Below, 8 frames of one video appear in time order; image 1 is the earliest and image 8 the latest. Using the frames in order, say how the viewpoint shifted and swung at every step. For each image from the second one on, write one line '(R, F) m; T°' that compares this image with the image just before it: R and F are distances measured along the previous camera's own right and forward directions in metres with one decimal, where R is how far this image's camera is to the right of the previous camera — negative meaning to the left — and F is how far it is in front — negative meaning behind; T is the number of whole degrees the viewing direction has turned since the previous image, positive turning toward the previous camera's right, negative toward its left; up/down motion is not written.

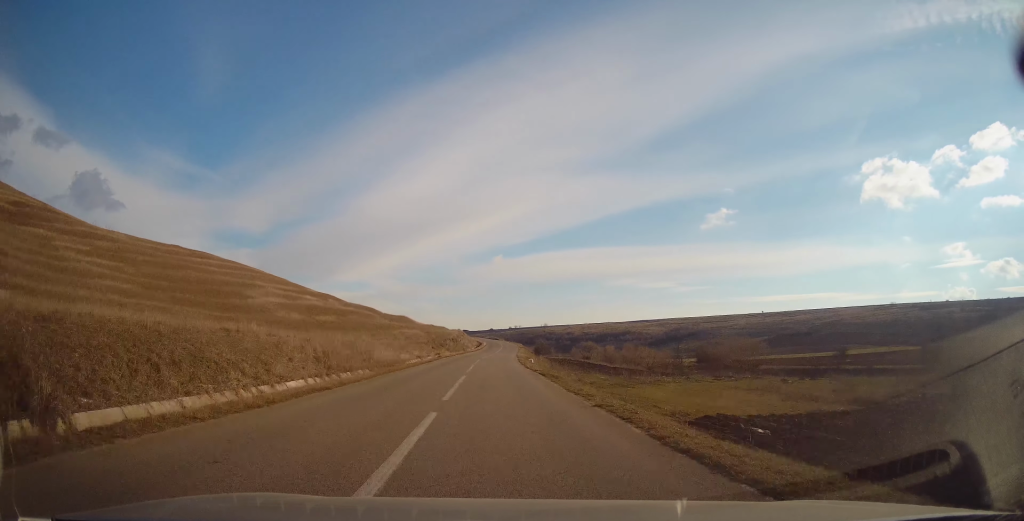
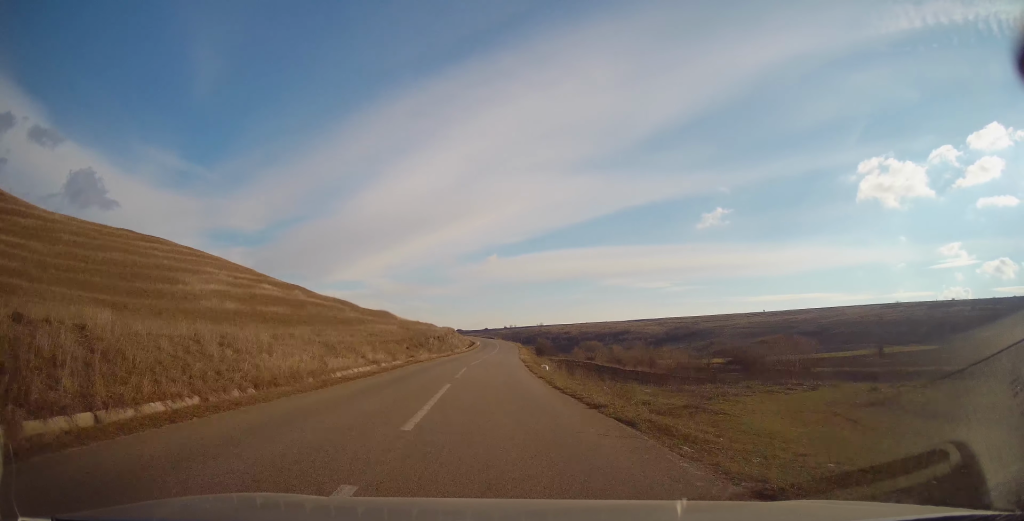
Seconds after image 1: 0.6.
(-0.2, +16.3) m; 0°
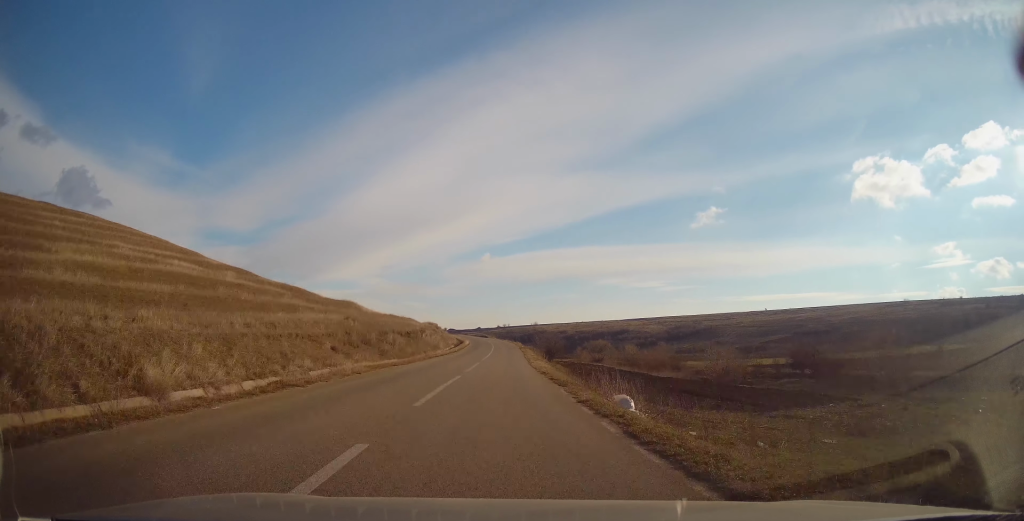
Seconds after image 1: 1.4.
(+0.1, +20.9) m; +1°
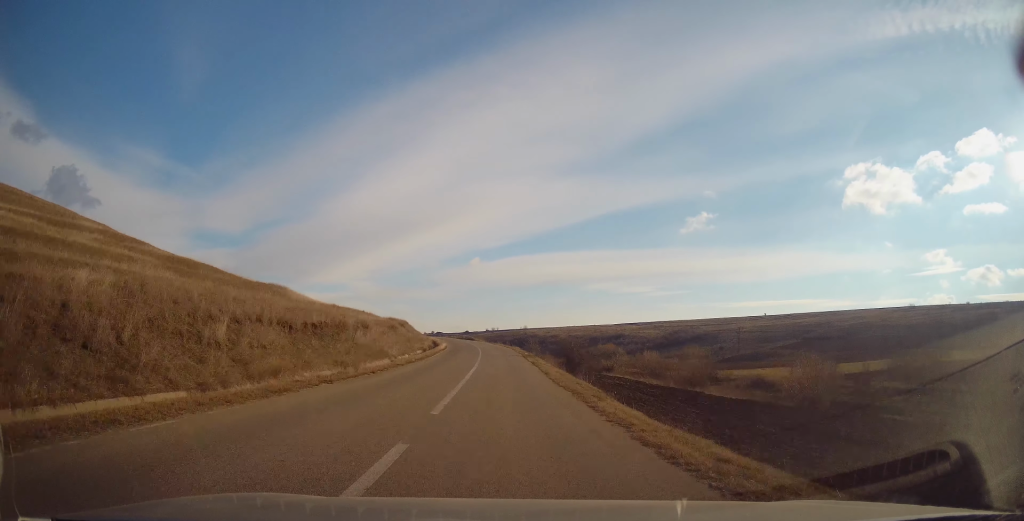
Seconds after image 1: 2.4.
(+0.4, +24.5) m; +1°
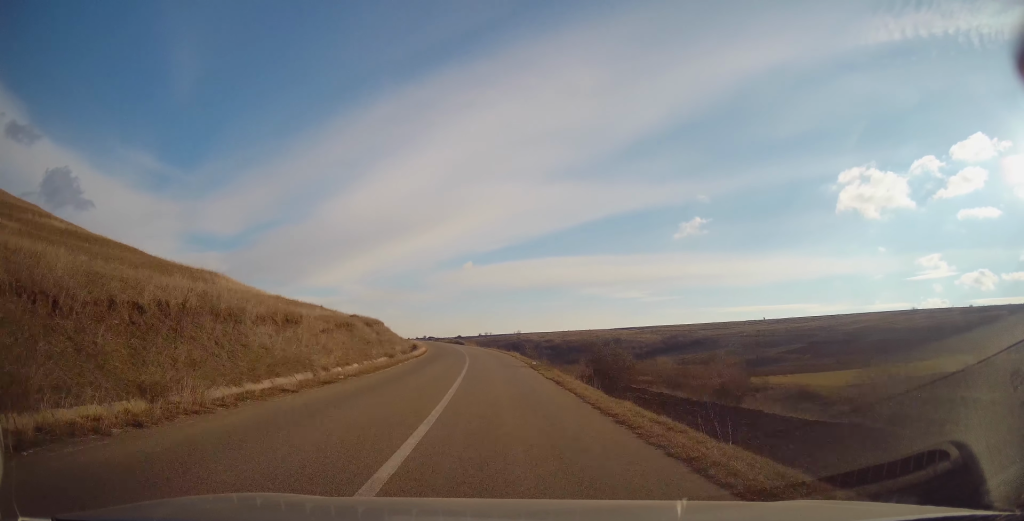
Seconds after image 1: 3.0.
(0.0, +13.3) m; 0°
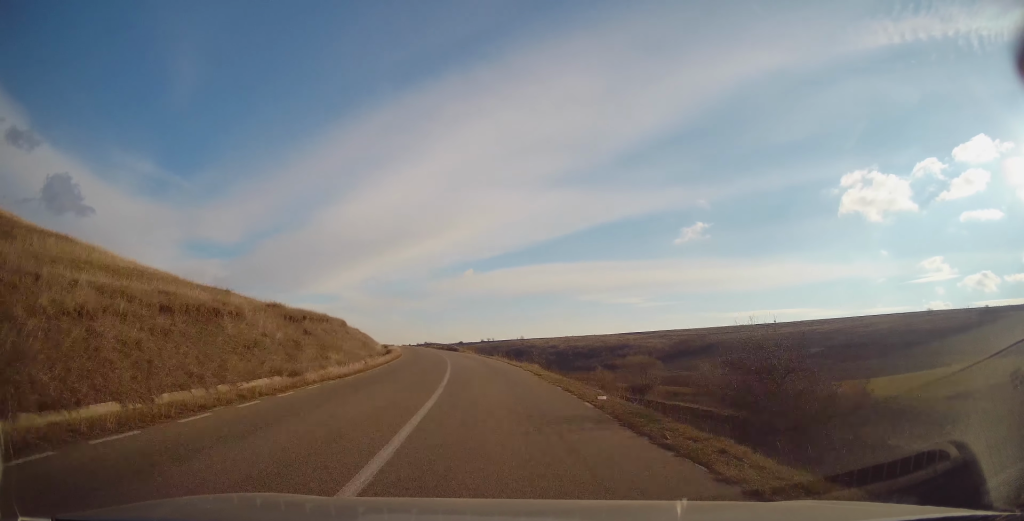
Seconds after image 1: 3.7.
(-0.1, +18.0) m; -1°
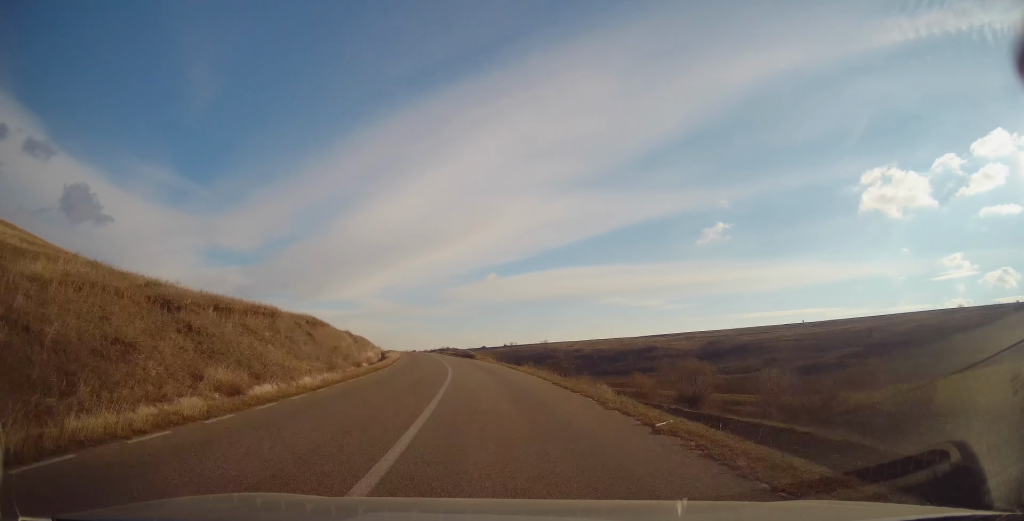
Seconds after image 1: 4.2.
(0.0, +12.9) m; -1°
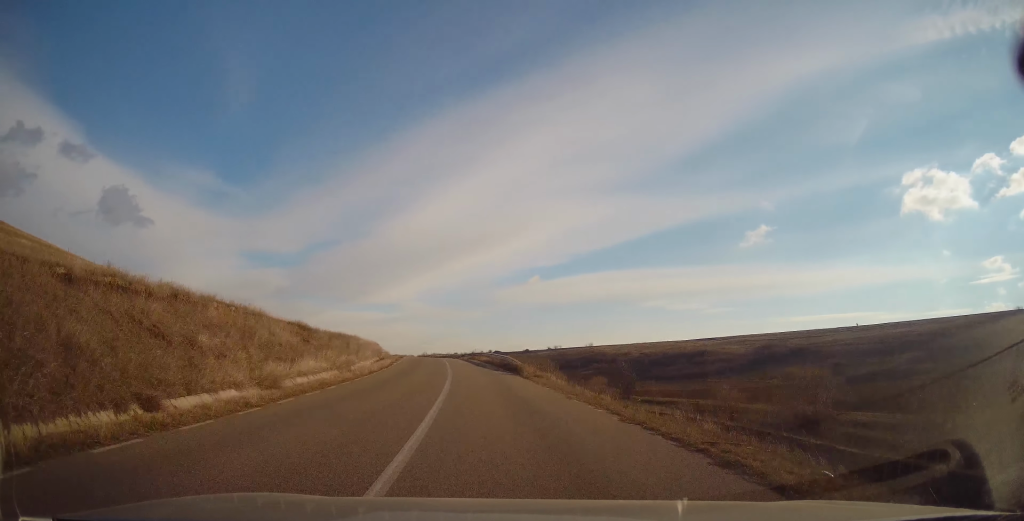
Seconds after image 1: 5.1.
(-0.4, +23.1) m; -3°
